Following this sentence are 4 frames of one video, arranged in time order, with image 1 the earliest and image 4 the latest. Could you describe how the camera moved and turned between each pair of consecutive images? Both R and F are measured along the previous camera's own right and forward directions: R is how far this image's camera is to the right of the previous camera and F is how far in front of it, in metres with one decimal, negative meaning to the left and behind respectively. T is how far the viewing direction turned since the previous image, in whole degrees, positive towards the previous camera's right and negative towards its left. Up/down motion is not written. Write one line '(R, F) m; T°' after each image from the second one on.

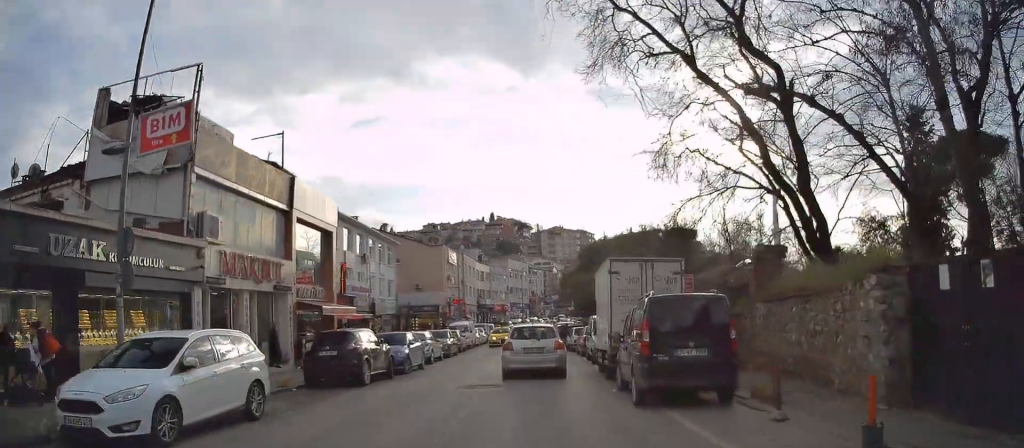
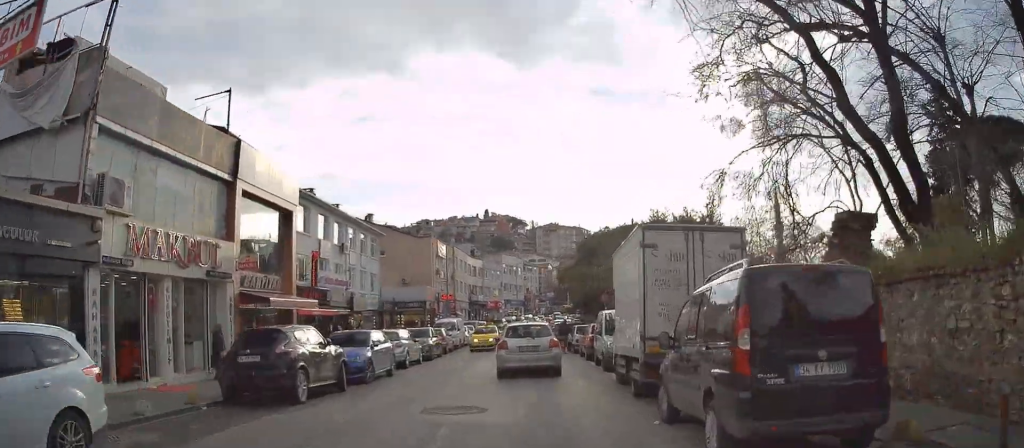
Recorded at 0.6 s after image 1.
(+0.1, +4.7) m; 0°
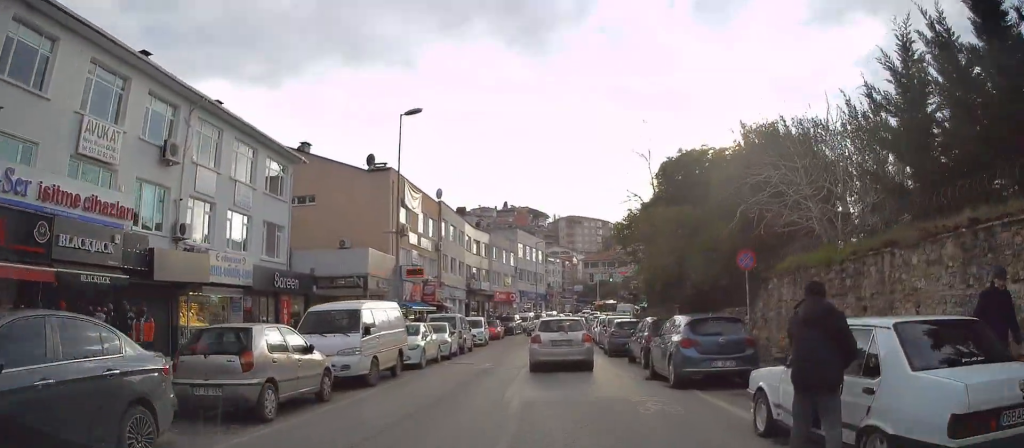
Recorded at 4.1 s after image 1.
(-0.4, +24.9) m; -4°
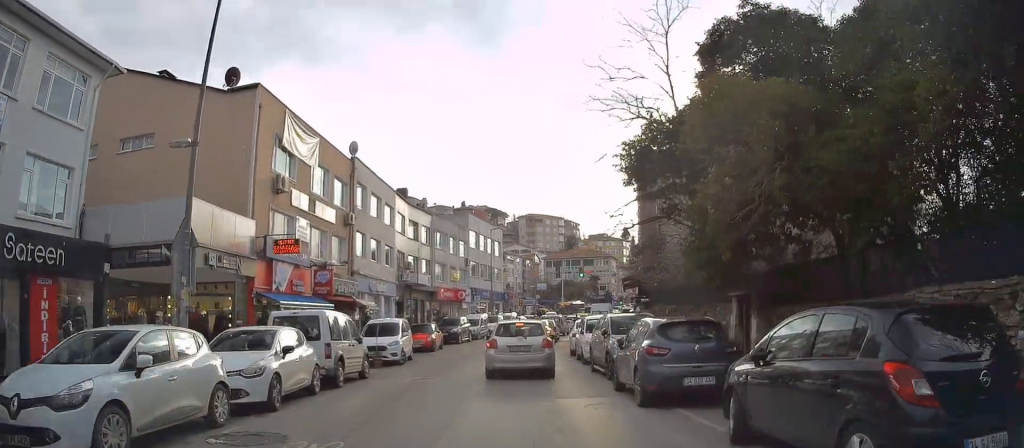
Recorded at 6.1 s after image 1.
(0.0, +13.4) m; +2°
